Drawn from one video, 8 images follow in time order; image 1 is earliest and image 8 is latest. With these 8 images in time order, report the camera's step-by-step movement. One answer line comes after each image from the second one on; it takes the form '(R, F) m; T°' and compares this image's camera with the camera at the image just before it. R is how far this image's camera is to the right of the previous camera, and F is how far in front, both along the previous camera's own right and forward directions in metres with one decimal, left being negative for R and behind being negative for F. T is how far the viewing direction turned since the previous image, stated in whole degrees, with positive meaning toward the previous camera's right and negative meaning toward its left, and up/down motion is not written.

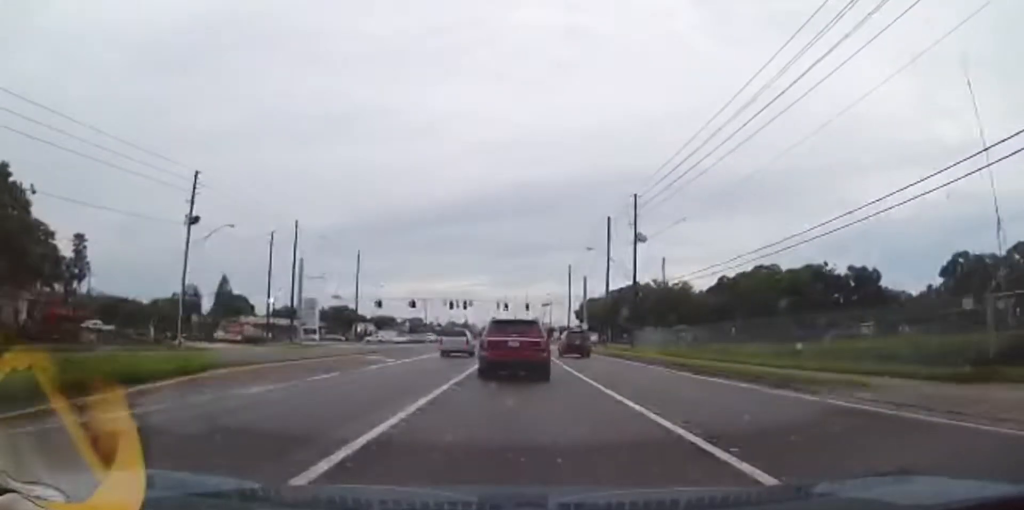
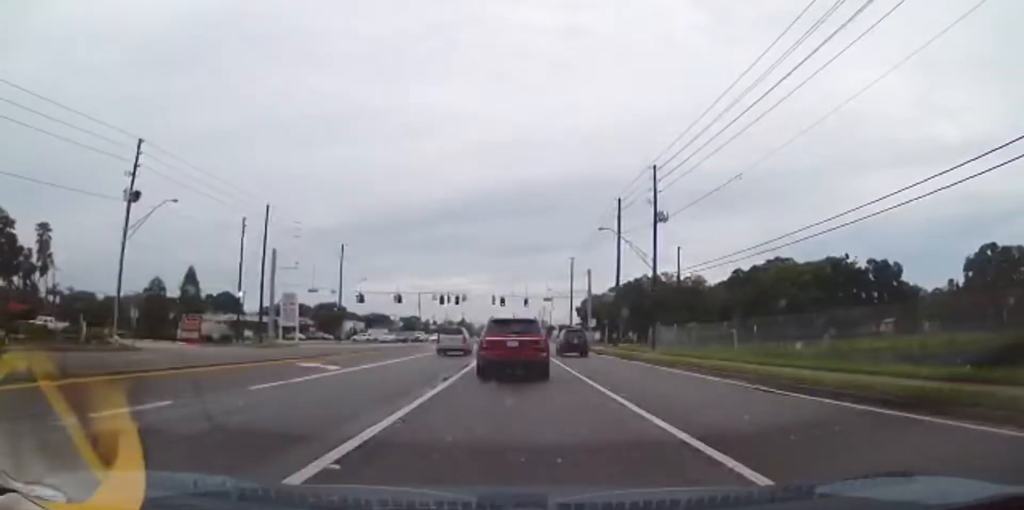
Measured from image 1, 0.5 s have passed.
(0.0, +8.3) m; 0°
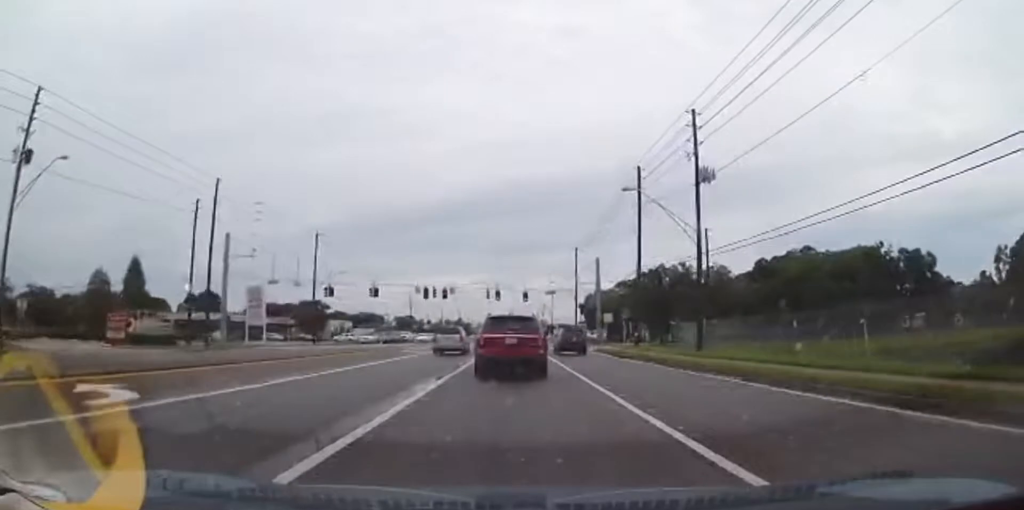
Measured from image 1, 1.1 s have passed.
(0.0, +11.1) m; +1°
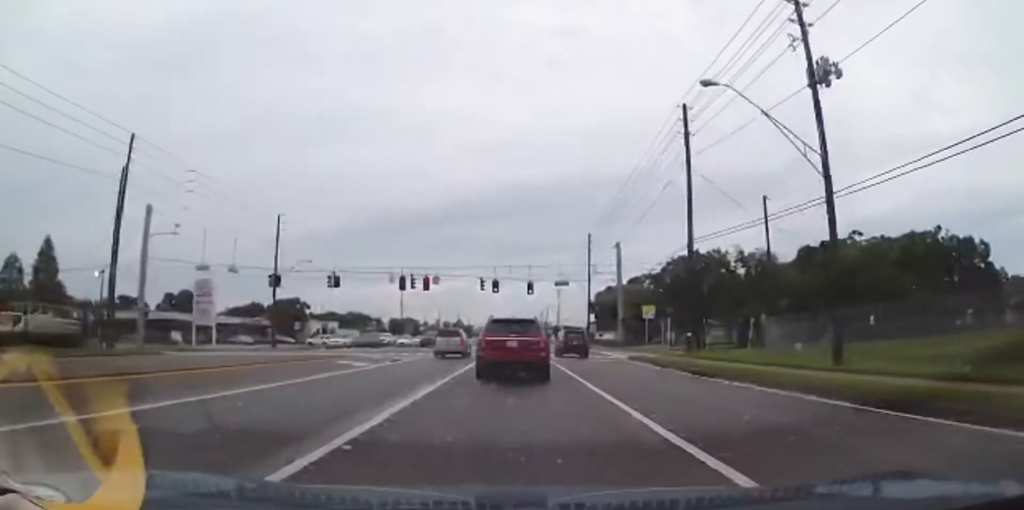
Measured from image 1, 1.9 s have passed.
(+0.3, +14.1) m; +1°
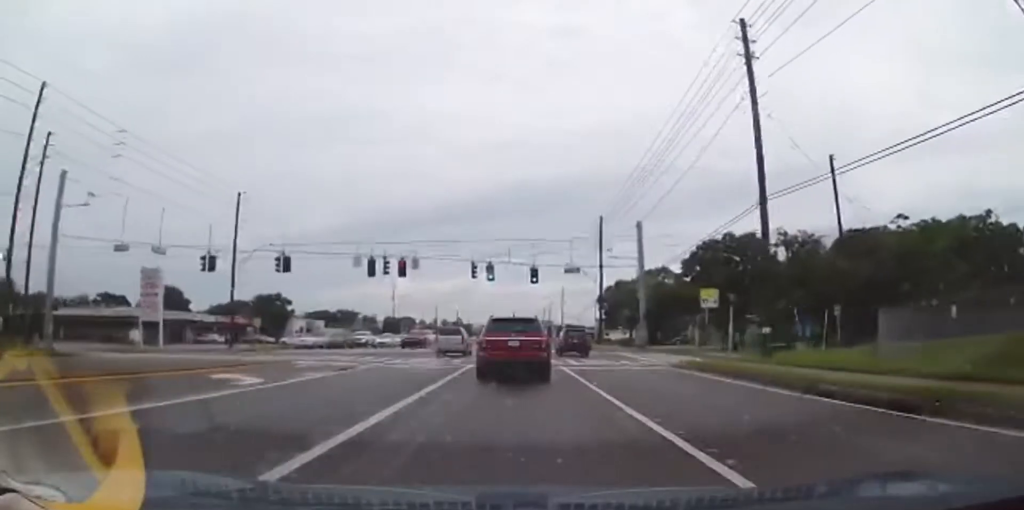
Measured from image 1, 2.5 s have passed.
(+0.2, +10.6) m; 0°
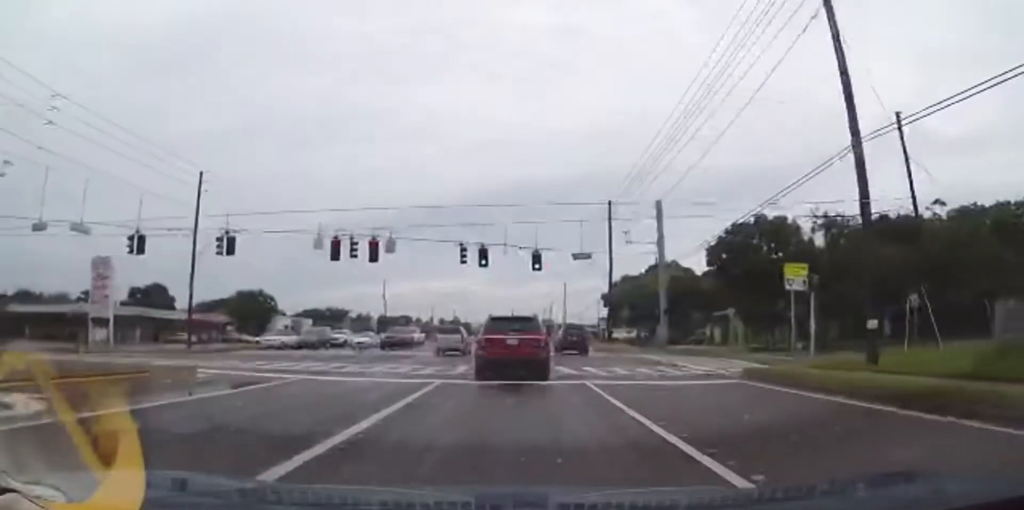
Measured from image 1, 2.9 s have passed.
(-0.2, +7.6) m; -1°
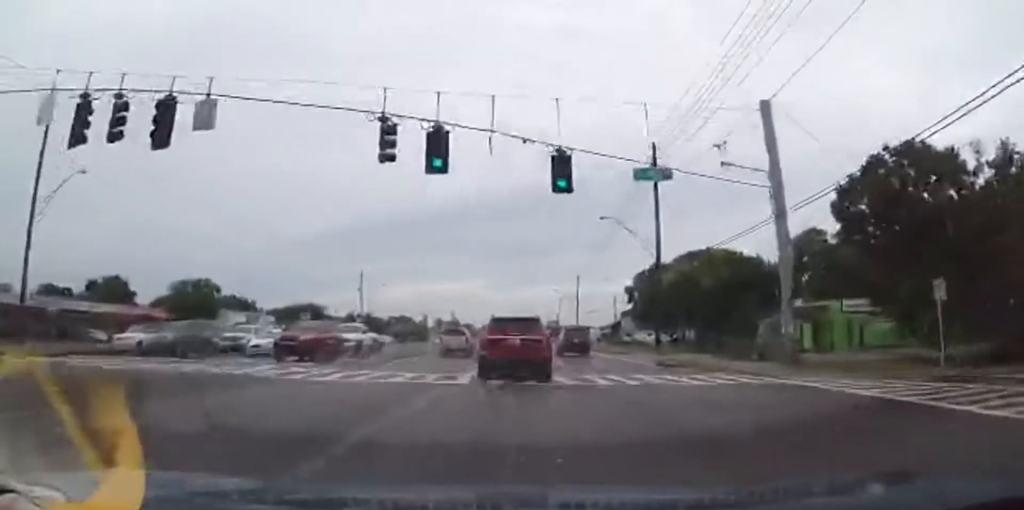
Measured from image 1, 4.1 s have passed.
(-0.3, +20.5) m; -1°
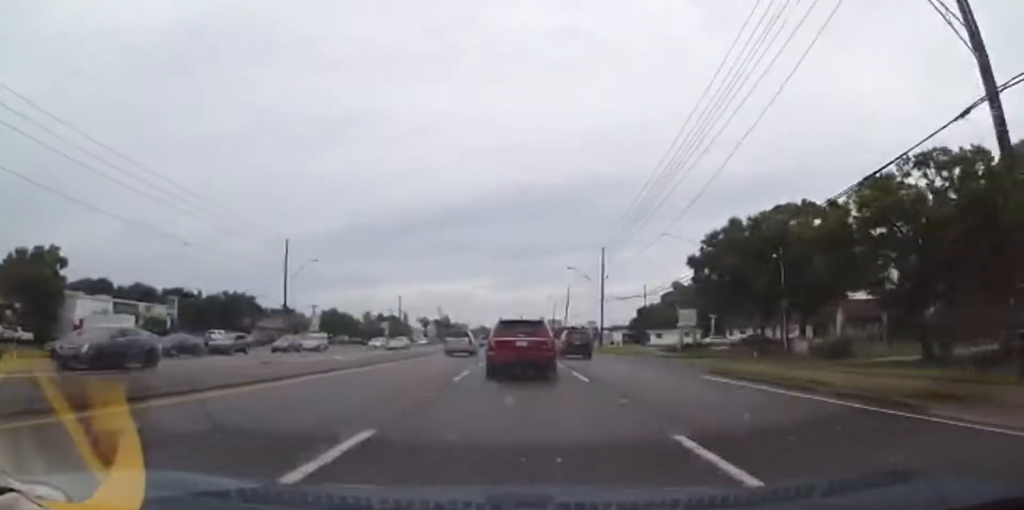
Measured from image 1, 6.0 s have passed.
(0.0, +32.3) m; 0°
